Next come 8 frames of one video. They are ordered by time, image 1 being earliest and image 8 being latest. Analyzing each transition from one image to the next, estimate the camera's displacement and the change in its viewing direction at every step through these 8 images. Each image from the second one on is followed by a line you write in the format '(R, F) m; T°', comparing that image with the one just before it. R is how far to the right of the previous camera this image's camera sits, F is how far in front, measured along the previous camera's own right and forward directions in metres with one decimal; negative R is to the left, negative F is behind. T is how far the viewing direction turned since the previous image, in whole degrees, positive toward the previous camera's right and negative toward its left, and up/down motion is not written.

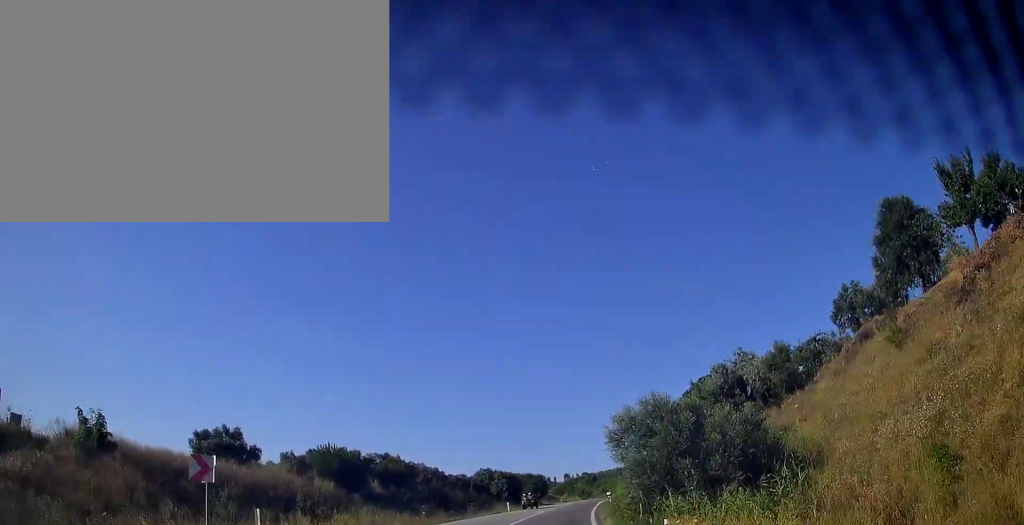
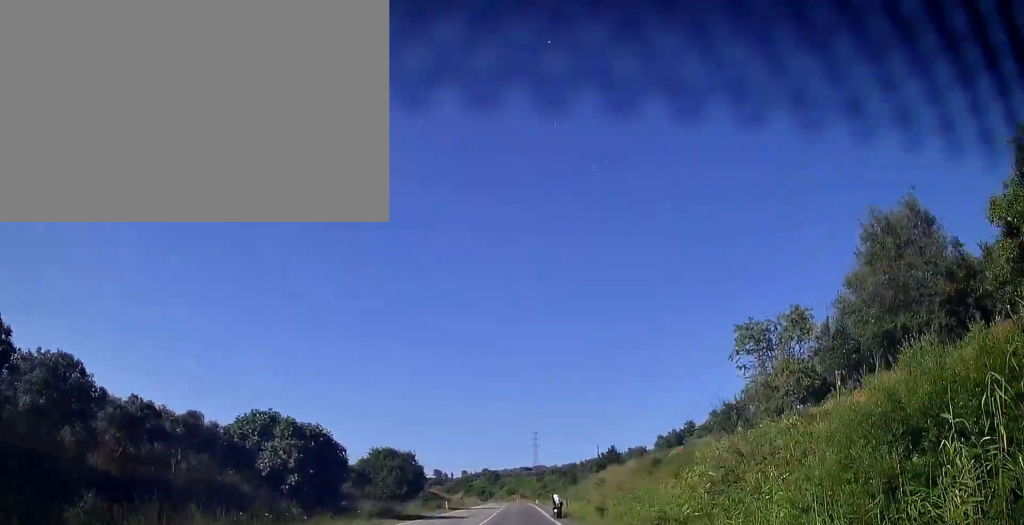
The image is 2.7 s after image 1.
(+5.9, +50.6) m; +12°
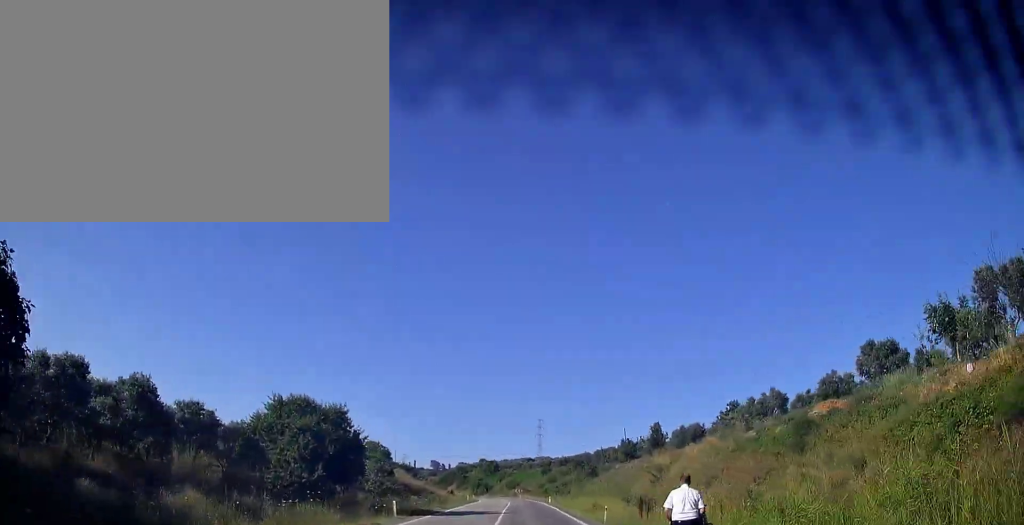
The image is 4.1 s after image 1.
(+0.3, +26.2) m; +1°
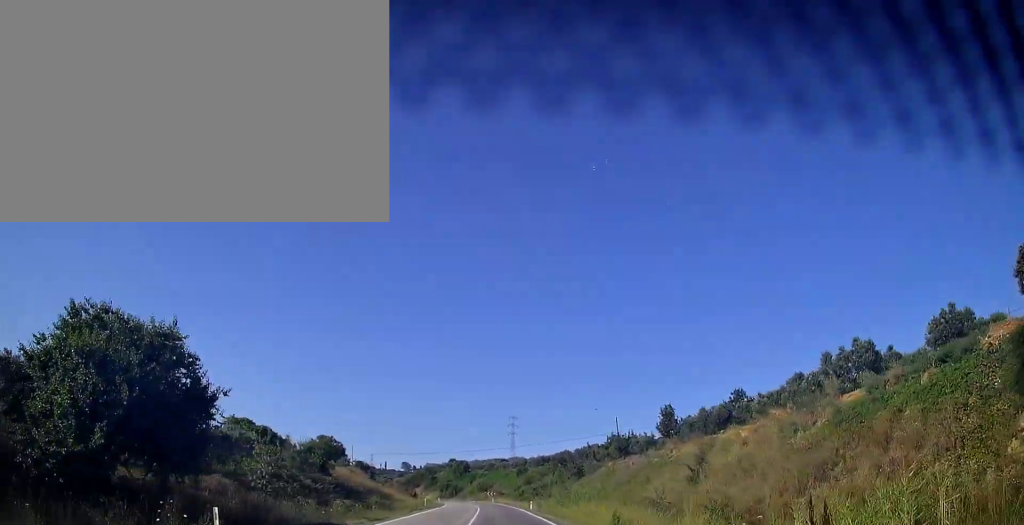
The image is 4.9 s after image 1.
(0.0, +15.5) m; 0°
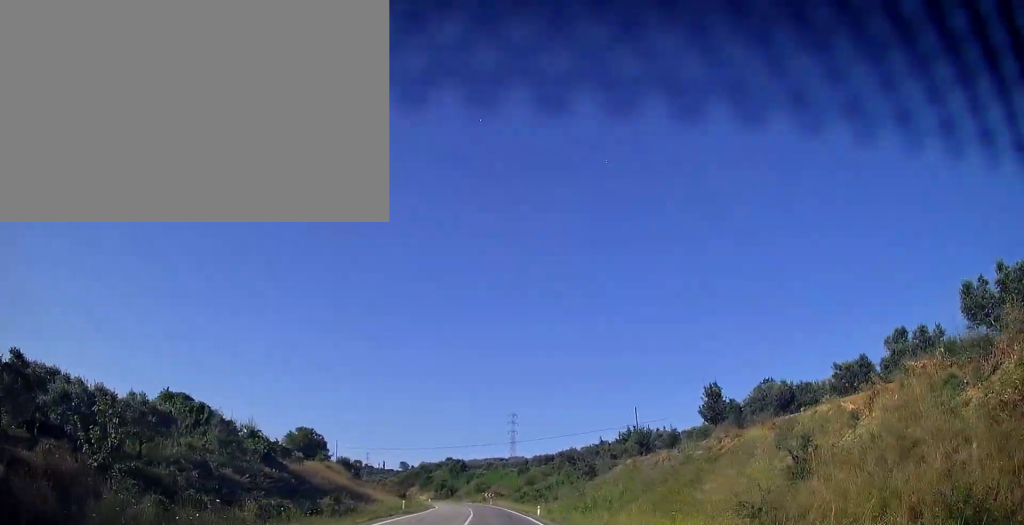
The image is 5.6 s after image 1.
(-0.1, +11.7) m; +1°
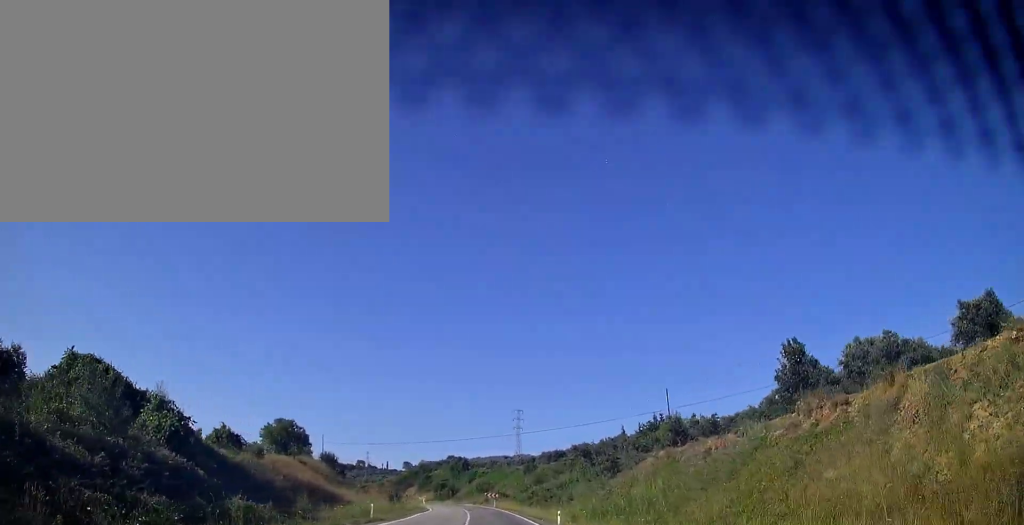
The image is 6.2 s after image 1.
(+0.3, +11.5) m; +1°
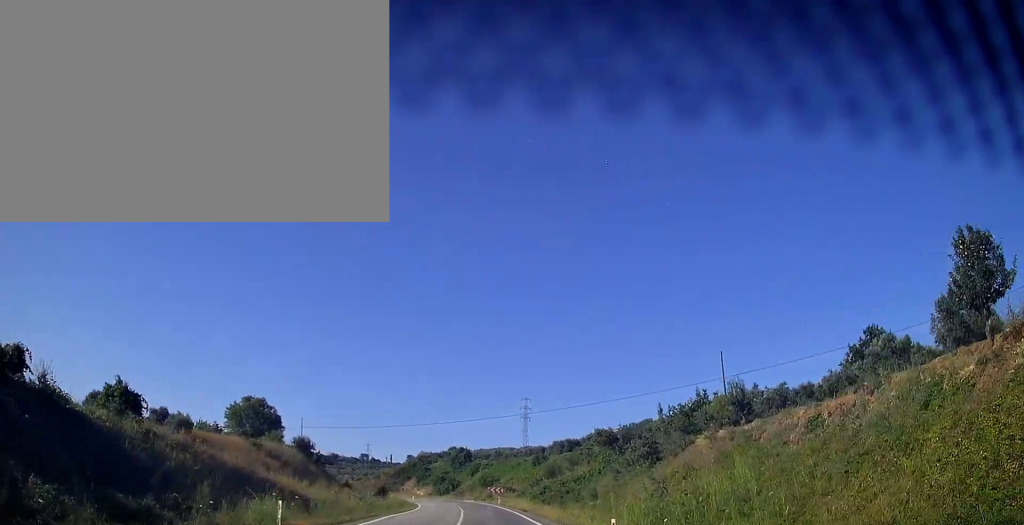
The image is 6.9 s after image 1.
(+0.1, +13.4) m; 0°
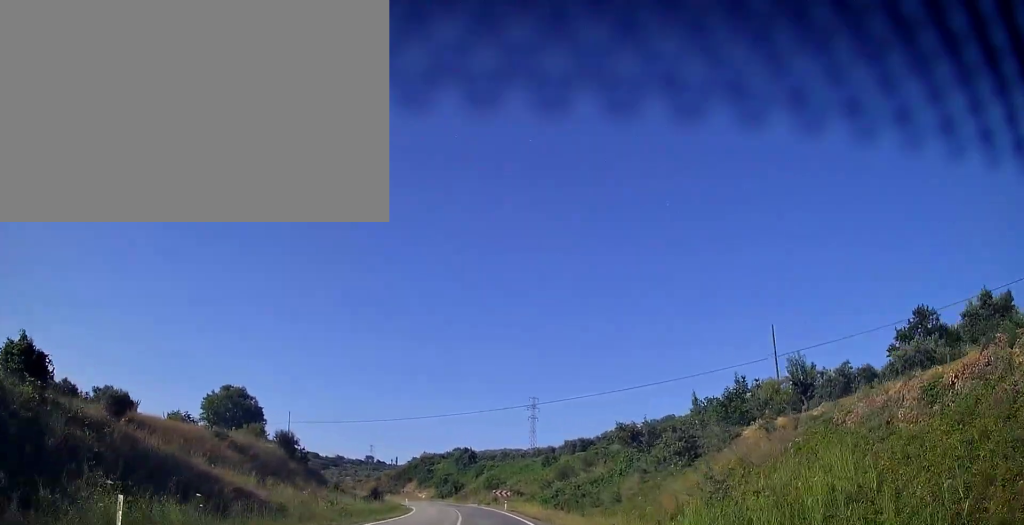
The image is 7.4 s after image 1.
(0.0, +8.0) m; 0°
